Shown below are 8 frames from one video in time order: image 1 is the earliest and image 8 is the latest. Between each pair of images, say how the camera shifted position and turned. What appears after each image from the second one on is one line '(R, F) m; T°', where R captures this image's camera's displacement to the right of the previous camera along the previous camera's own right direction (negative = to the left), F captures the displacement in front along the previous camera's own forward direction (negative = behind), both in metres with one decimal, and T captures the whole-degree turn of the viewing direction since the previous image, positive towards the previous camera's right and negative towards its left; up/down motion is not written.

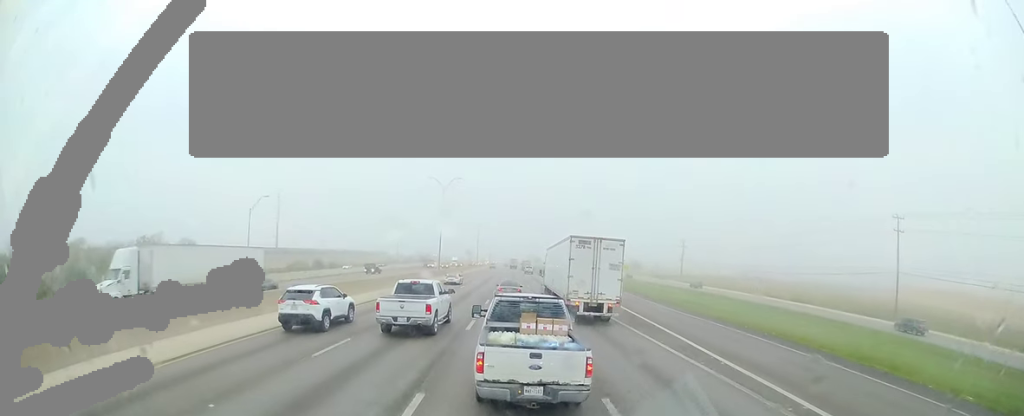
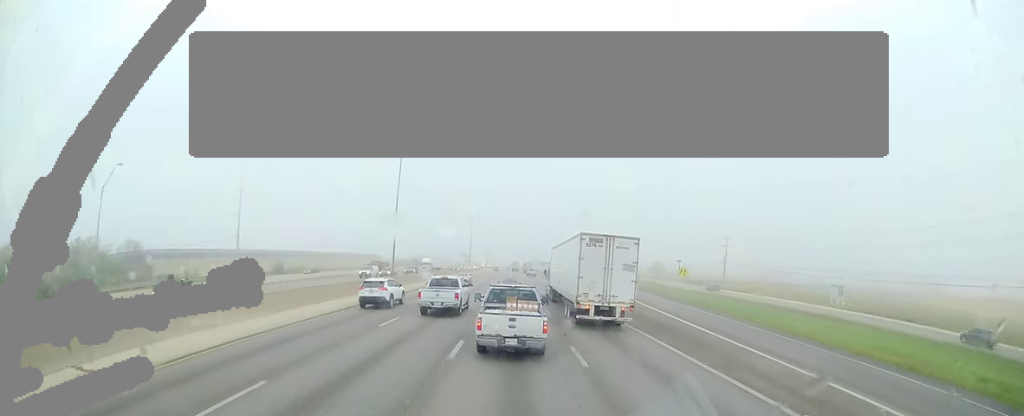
(+0.2, +30.2) m; 0°
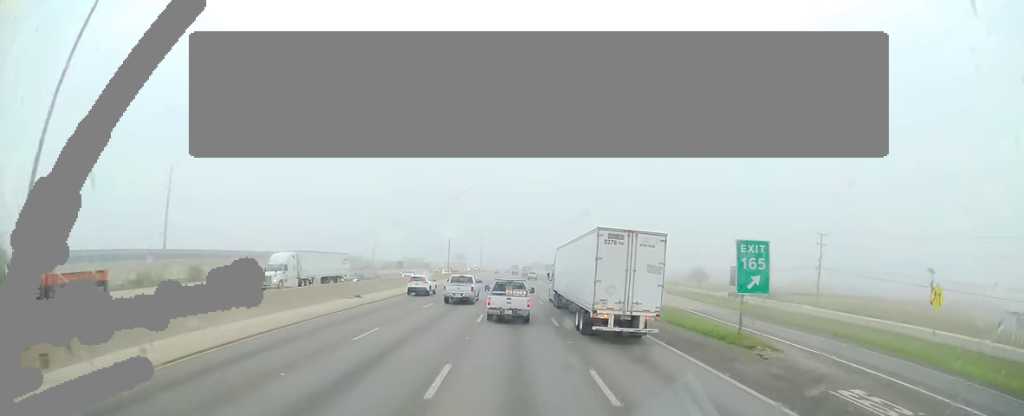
(-0.3, +39.9) m; 0°
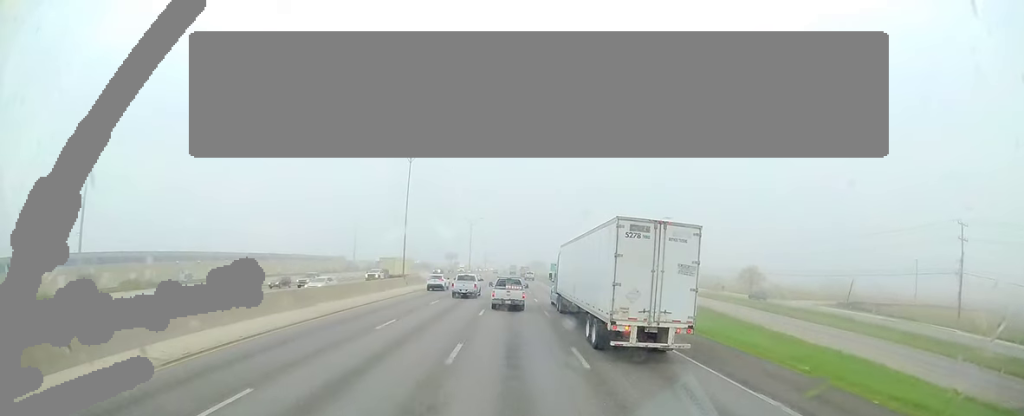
(0.0, +33.0) m; 0°
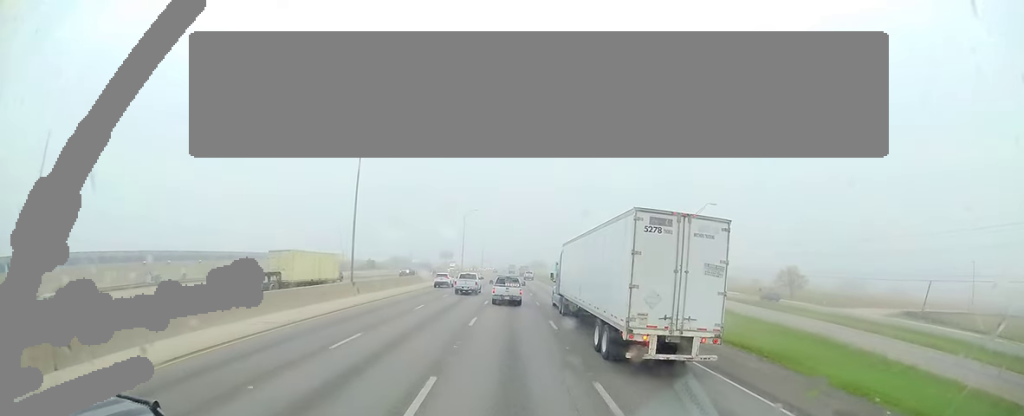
(0.0, +16.9) m; 0°
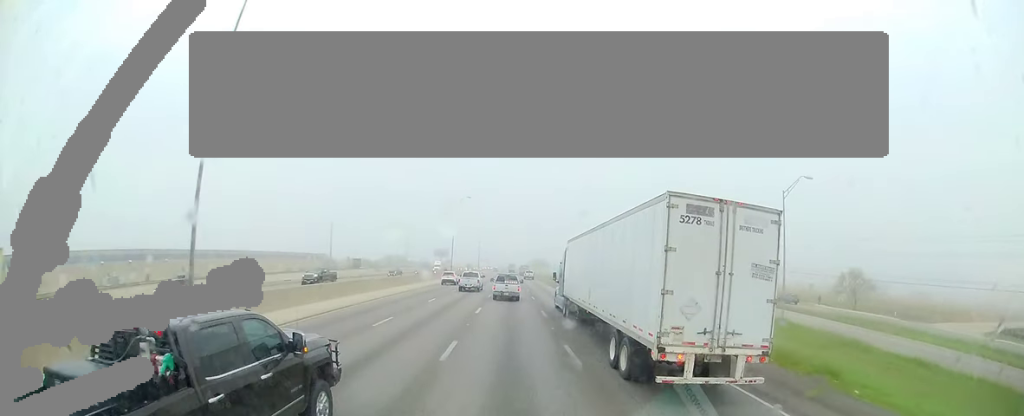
(0.0, +18.7) m; 0°
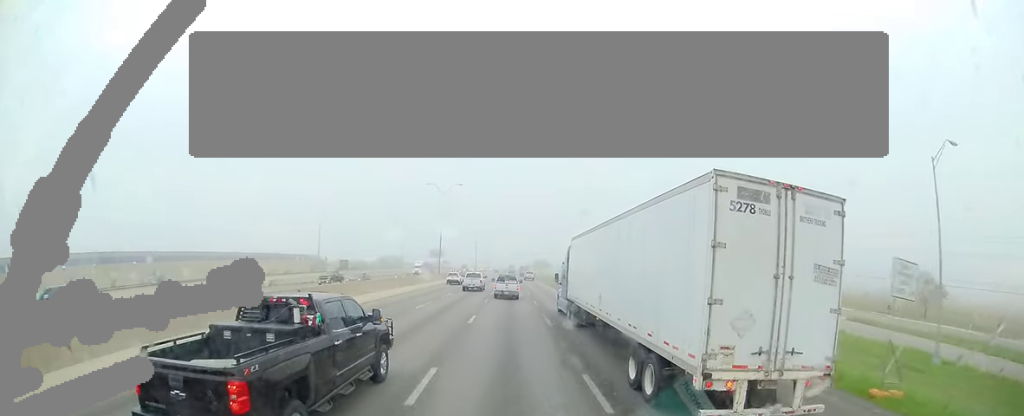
(0.0, +15.7) m; 0°
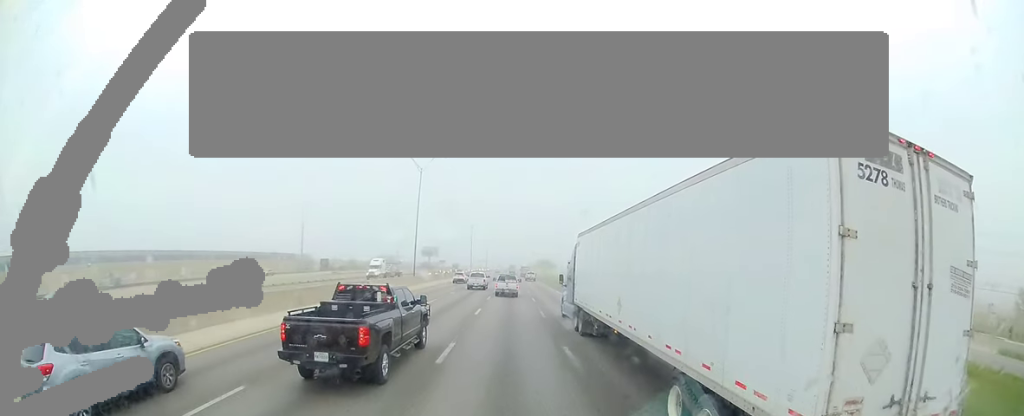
(0.0, +20.1) m; -1°
